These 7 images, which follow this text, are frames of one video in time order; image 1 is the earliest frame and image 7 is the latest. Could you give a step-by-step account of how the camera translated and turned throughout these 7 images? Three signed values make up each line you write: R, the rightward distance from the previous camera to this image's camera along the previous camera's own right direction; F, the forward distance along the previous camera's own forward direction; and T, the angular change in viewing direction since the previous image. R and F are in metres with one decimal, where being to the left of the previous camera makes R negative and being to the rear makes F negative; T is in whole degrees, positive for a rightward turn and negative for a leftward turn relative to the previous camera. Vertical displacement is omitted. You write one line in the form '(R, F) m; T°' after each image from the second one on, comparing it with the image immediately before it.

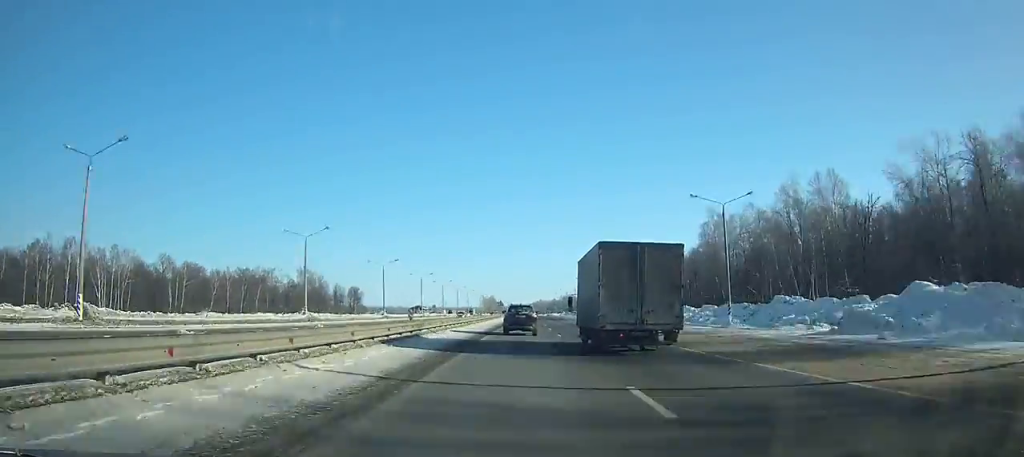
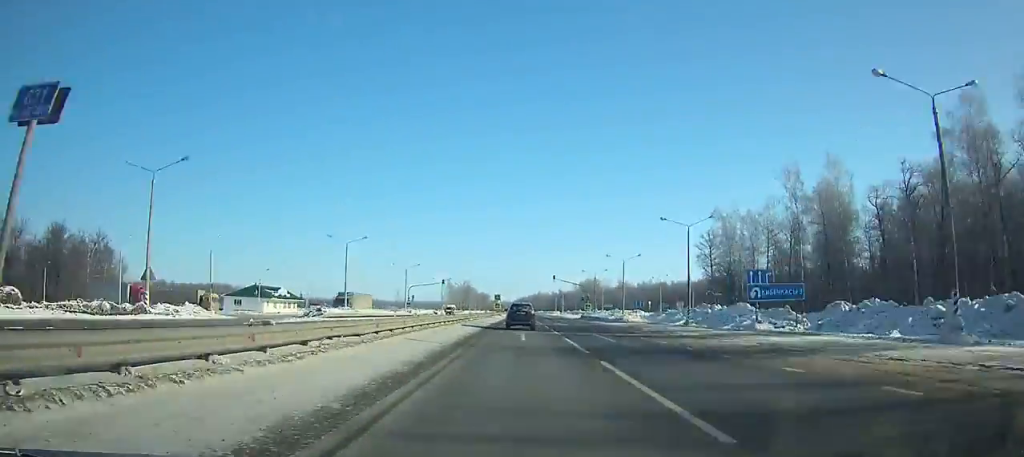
(+1.1, +203.0) m; +1°
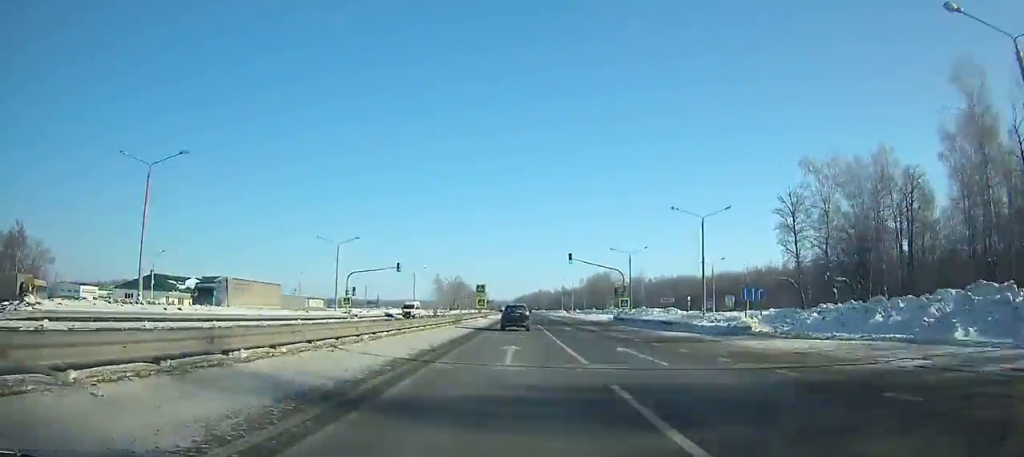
(+0.2, +40.6) m; 0°
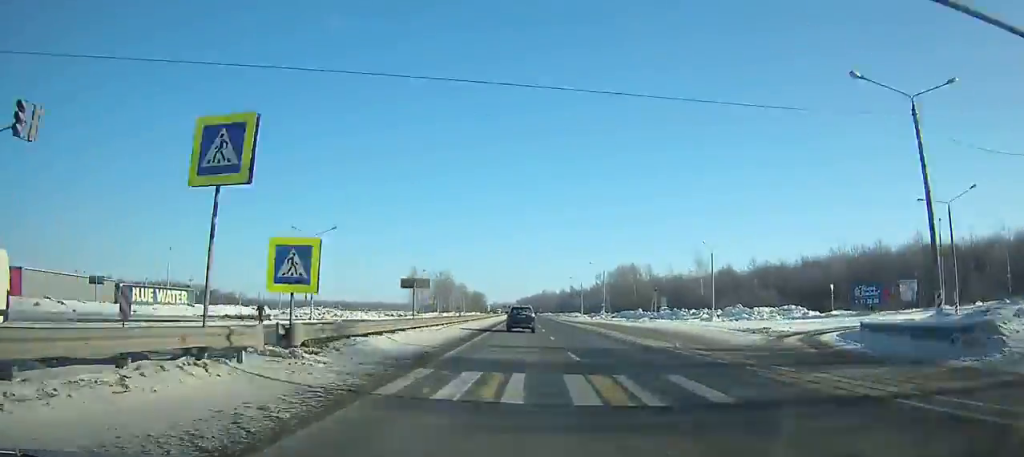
(+0.2, +61.1) m; 0°
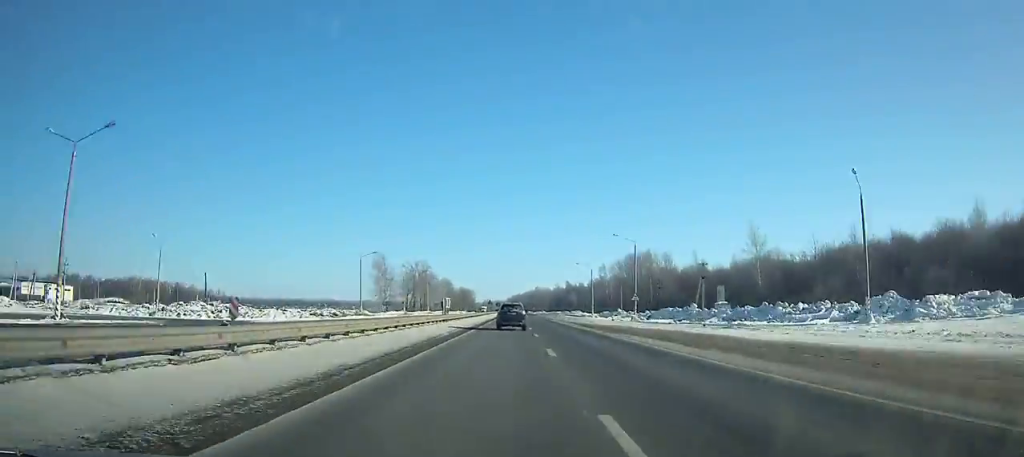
(-0.1, +35.8) m; 0°
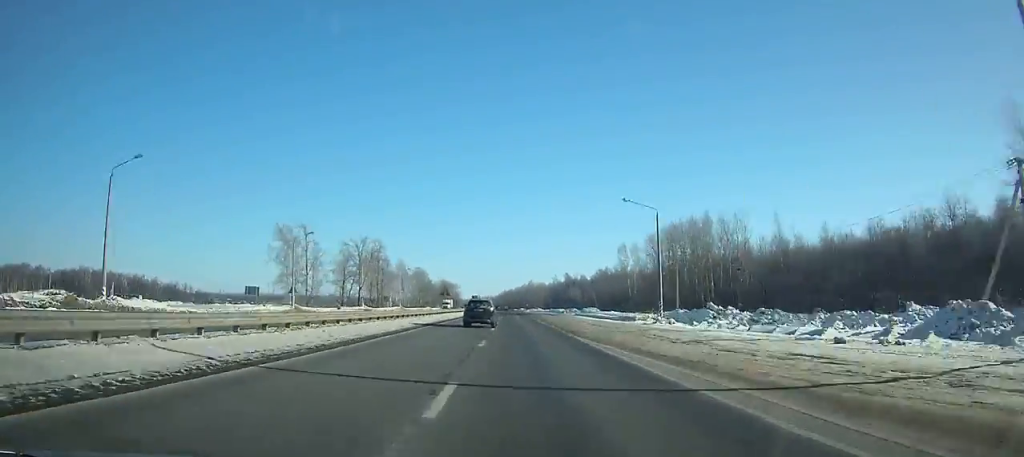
(+0.4, +56.4) m; 0°
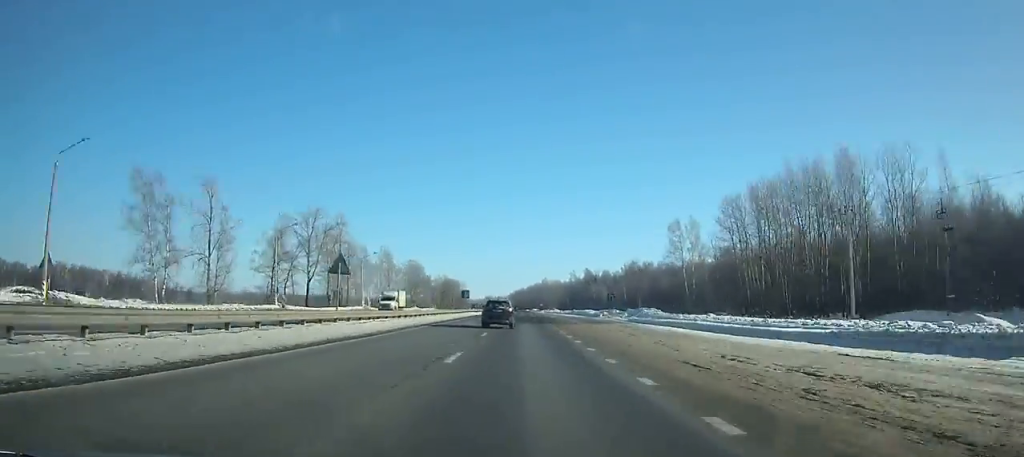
(+0.5, +41.1) m; 0°
